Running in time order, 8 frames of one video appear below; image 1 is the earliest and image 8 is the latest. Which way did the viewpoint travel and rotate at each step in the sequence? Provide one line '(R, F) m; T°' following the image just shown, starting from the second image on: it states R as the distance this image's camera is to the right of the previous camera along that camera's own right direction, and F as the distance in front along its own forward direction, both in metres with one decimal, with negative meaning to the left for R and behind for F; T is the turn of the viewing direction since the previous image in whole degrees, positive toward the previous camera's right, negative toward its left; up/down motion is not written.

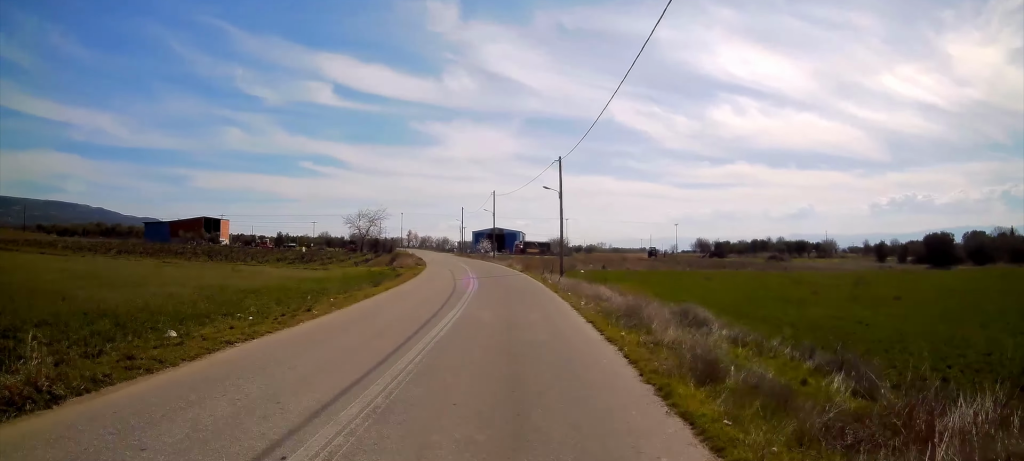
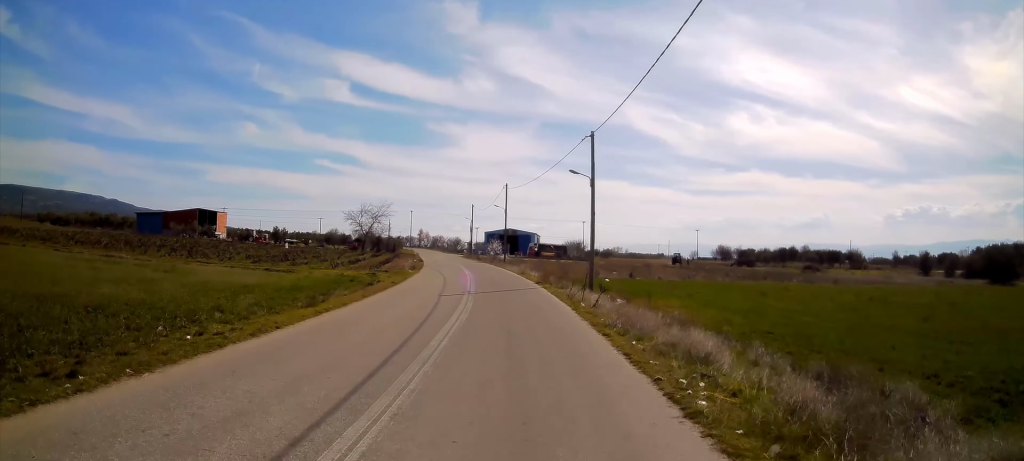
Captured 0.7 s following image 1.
(-0.1, +9.5) m; -1°
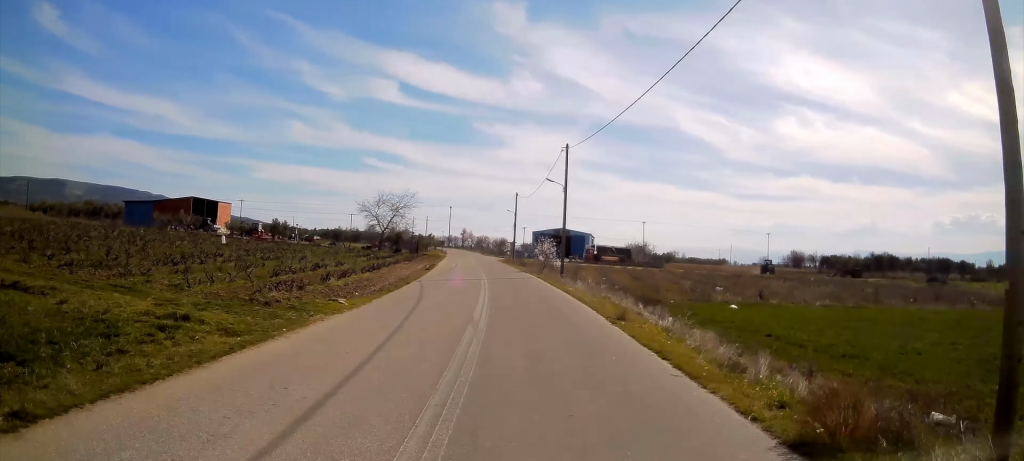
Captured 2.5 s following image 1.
(-0.2, +23.5) m; -2°
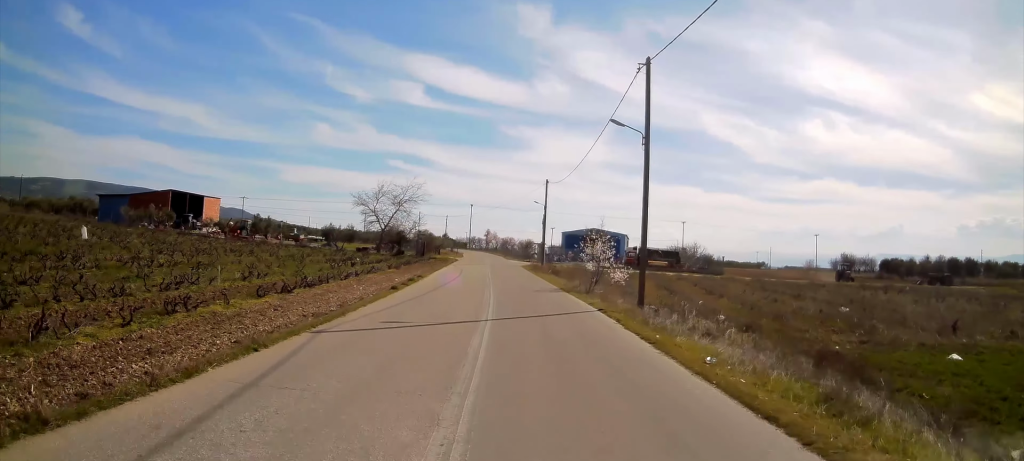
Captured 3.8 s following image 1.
(-0.6, +16.9) m; -4°
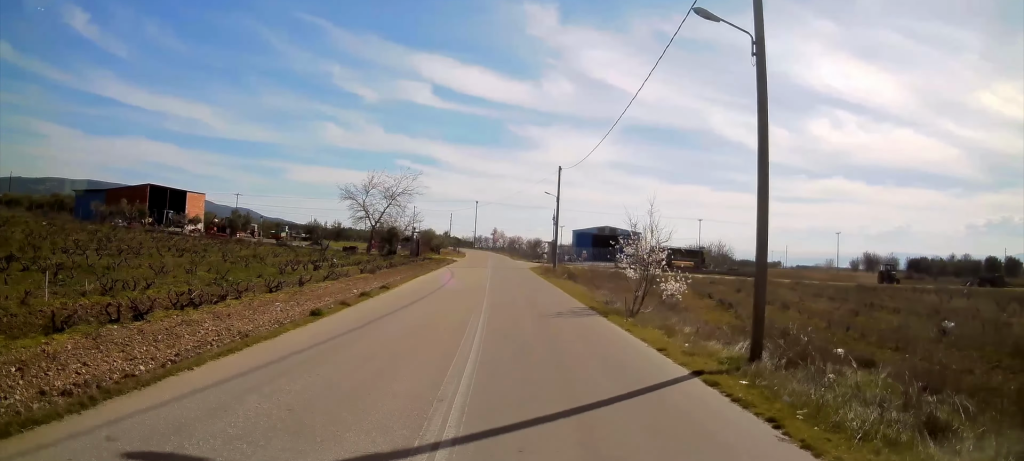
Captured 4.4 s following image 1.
(-0.1, +8.9) m; 0°
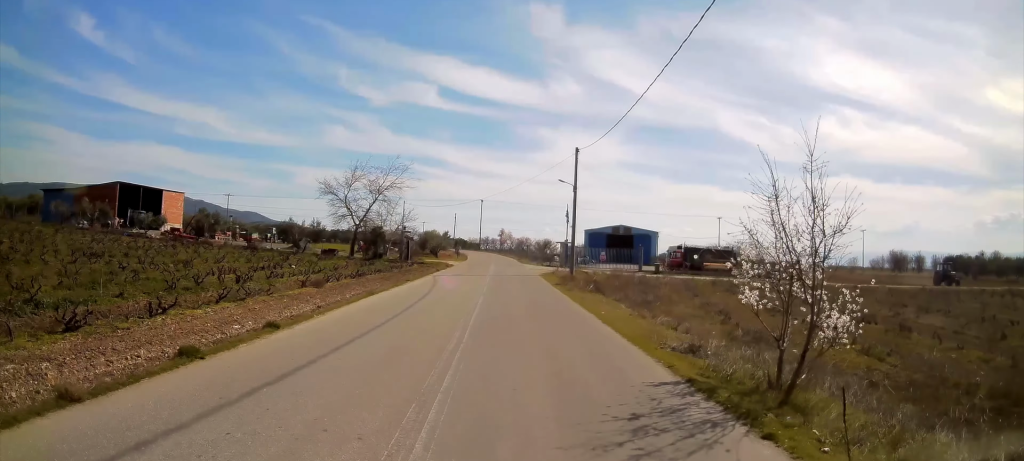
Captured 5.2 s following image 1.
(0.0, +9.8) m; -1°
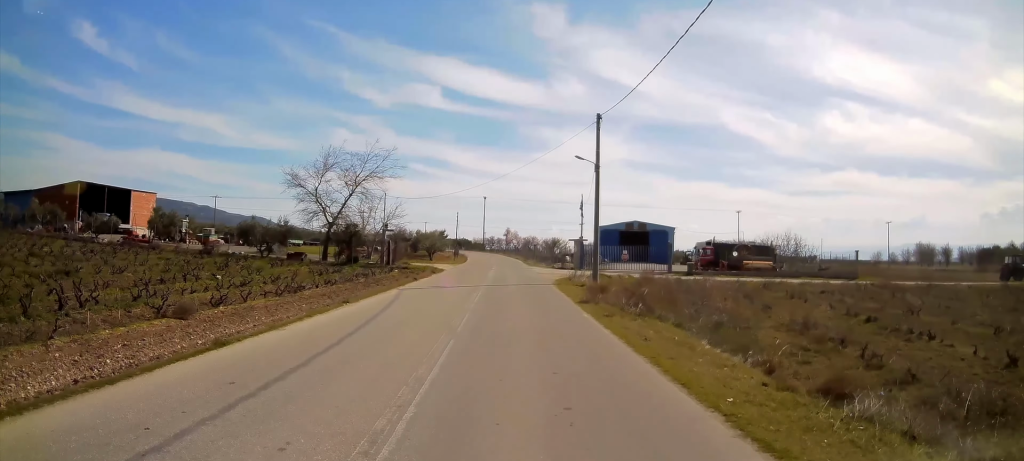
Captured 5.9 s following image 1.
(+0.1, +9.9) m; -1°
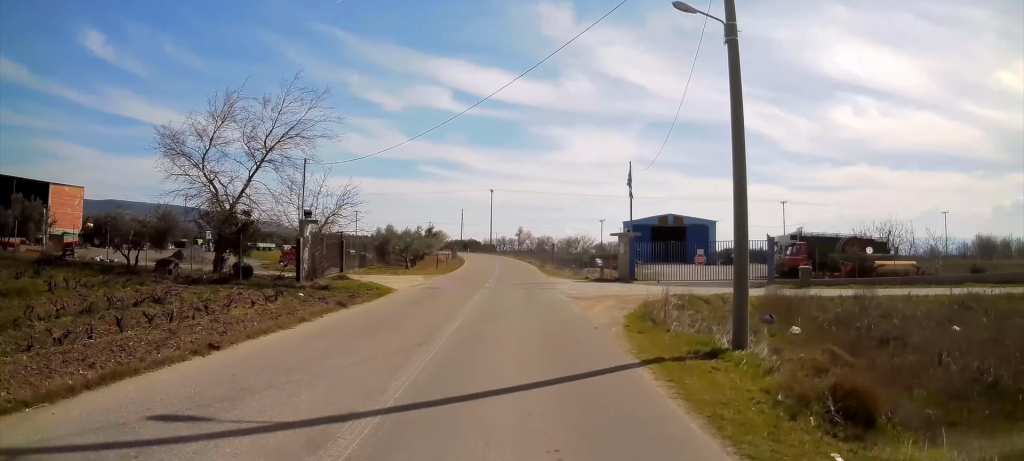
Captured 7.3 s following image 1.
(-0.5, +19.4) m; -2°
